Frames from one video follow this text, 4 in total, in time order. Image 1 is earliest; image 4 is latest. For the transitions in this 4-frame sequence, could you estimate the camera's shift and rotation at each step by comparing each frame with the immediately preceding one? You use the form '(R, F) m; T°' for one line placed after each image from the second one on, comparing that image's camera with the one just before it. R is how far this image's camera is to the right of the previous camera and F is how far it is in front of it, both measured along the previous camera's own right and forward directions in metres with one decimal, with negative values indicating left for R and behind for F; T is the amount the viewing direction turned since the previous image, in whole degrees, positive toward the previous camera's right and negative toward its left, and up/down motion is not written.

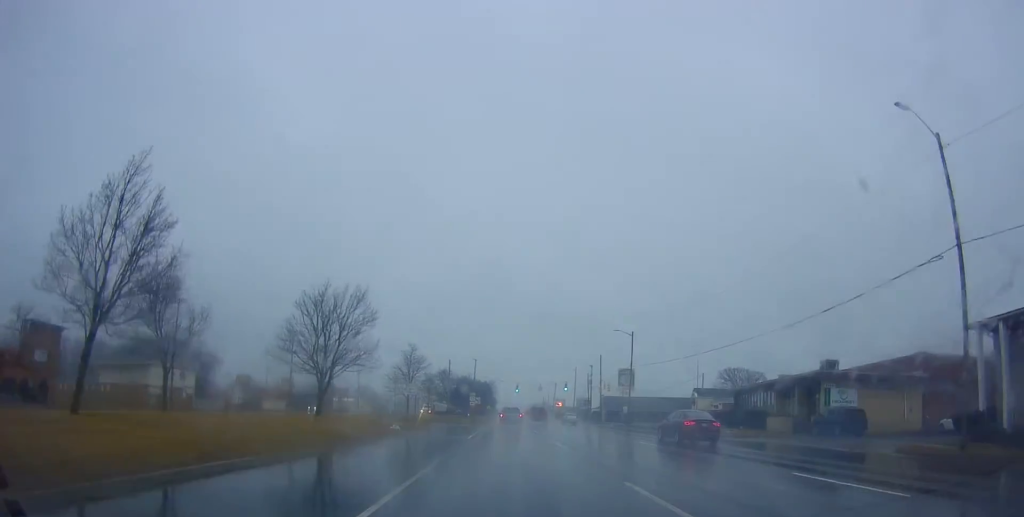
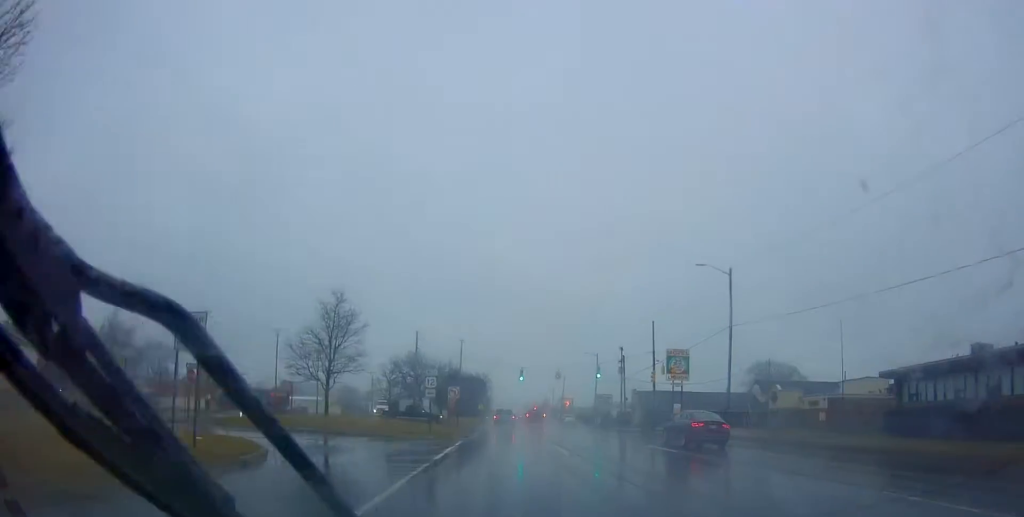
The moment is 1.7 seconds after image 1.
(+0.8, +34.4) m; 0°
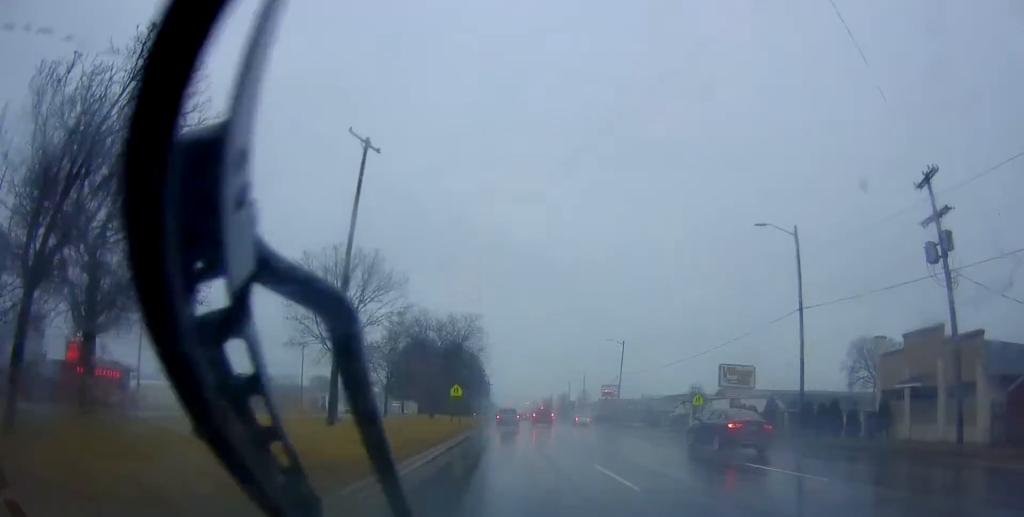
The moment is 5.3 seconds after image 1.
(-0.4, +69.8) m; -2°
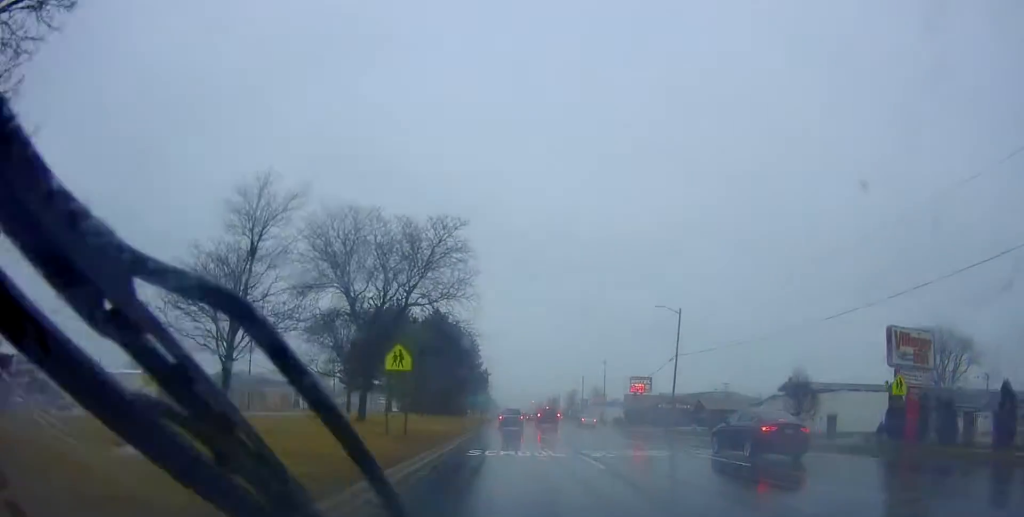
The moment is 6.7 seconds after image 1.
(-0.4, +26.1) m; +1°
